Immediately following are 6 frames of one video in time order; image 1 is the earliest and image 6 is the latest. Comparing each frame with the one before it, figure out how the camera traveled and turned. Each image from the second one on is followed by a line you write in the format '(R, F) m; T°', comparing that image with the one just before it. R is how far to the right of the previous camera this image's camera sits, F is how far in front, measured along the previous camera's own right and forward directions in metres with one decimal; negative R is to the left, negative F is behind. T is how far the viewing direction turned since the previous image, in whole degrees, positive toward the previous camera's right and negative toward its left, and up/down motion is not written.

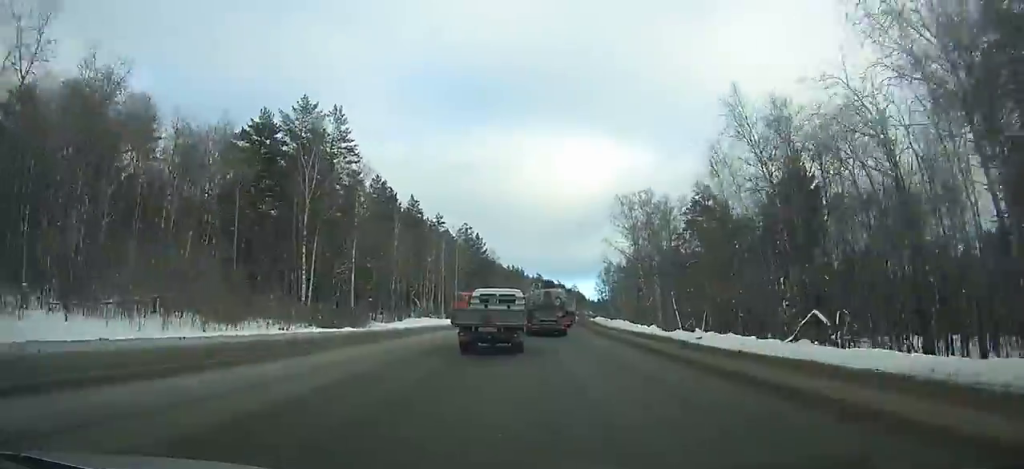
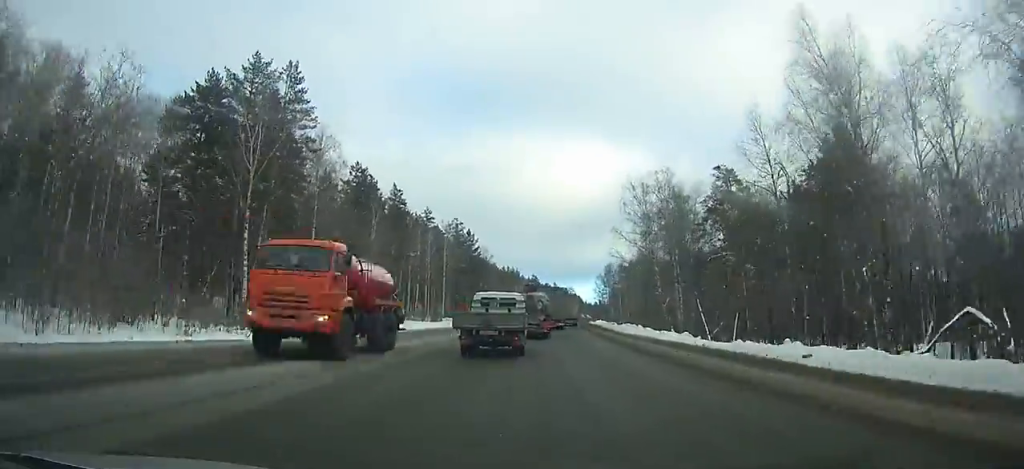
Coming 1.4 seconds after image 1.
(+0.2, +15.6) m; +1°
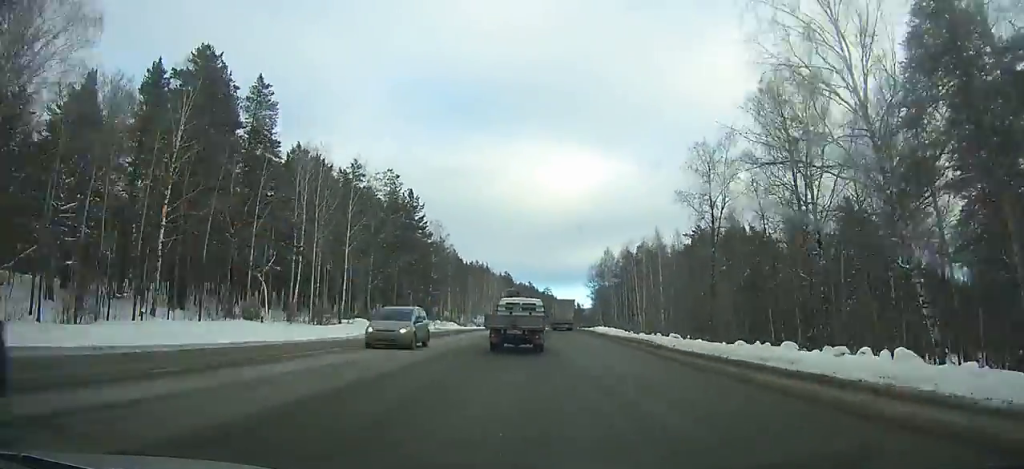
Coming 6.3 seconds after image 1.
(+2.3, +47.6) m; +3°
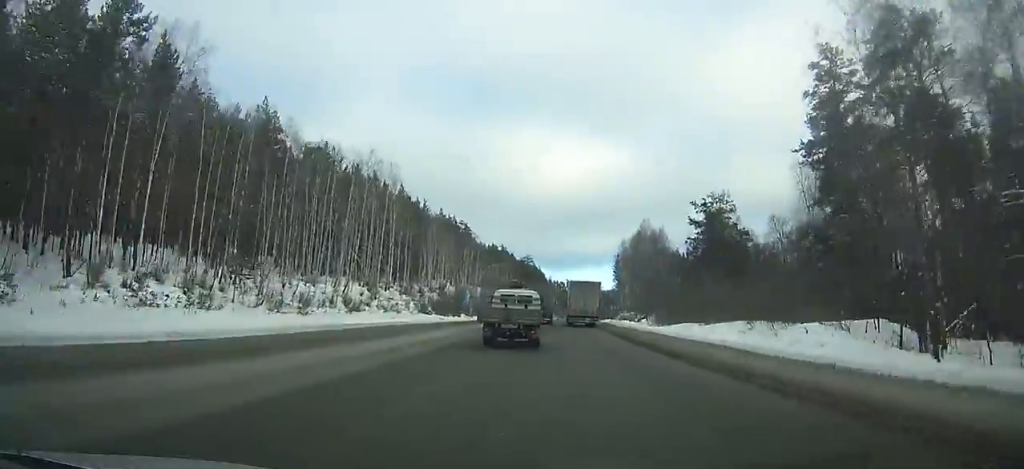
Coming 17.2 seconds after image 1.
(-0.6, +128.1) m; +1°
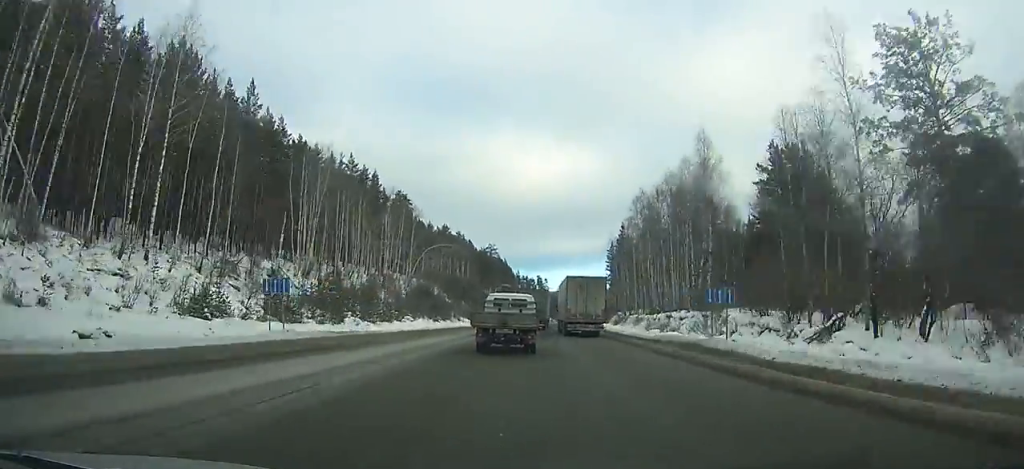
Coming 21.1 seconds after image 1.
(+1.5, +53.9) m; +3°
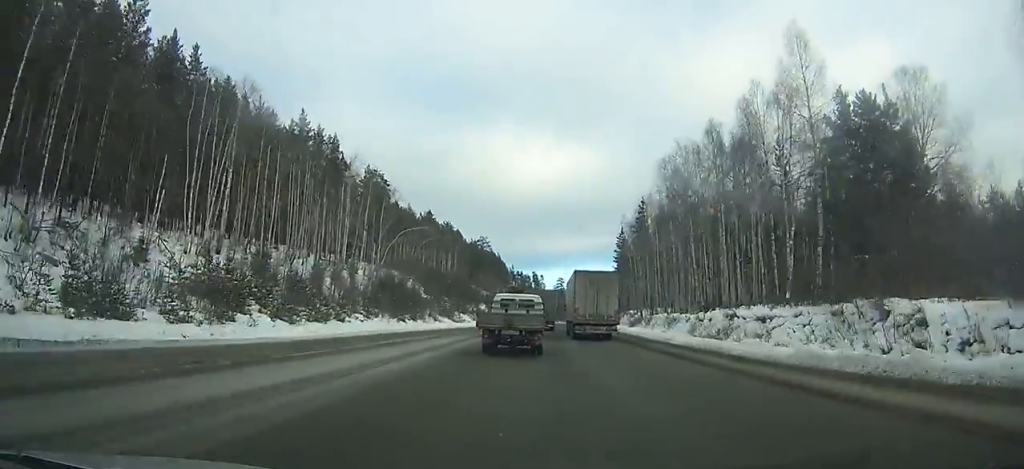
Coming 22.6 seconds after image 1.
(0.0, +21.1) m; +1°
